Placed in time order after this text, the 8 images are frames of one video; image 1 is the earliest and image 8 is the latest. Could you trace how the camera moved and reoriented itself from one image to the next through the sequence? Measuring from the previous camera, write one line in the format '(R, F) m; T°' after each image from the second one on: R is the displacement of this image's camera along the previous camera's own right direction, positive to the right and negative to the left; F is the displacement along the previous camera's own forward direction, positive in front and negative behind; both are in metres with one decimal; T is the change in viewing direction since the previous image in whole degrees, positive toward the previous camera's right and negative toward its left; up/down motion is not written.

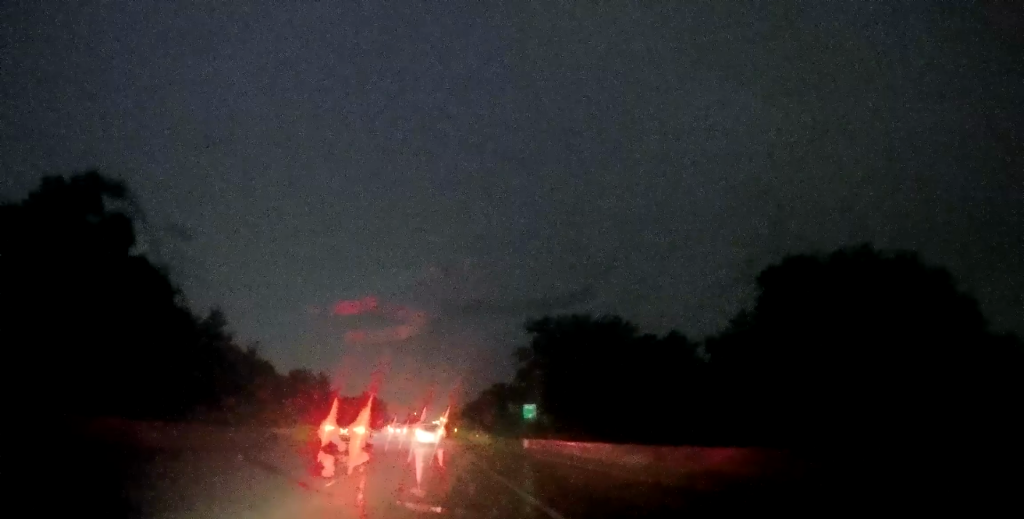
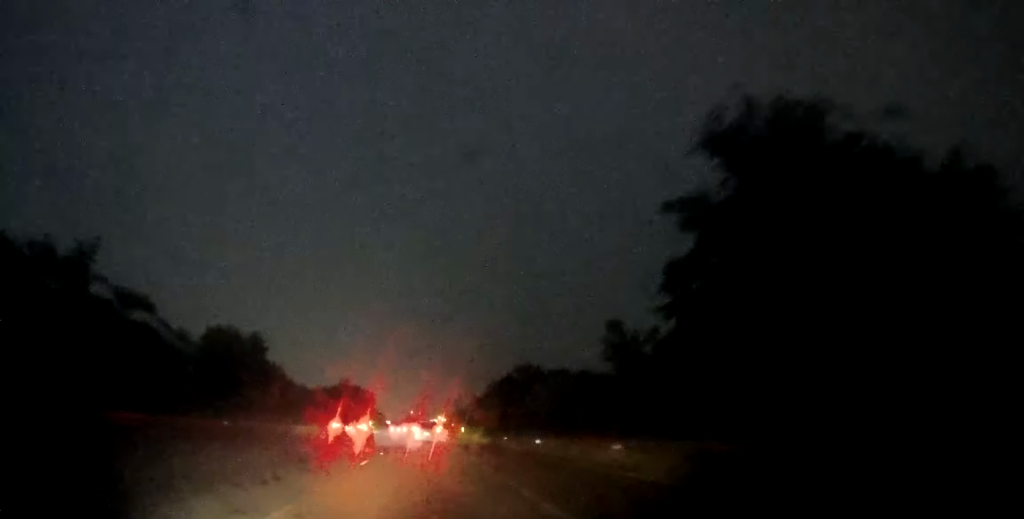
(+0.4, +41.5) m; +1°
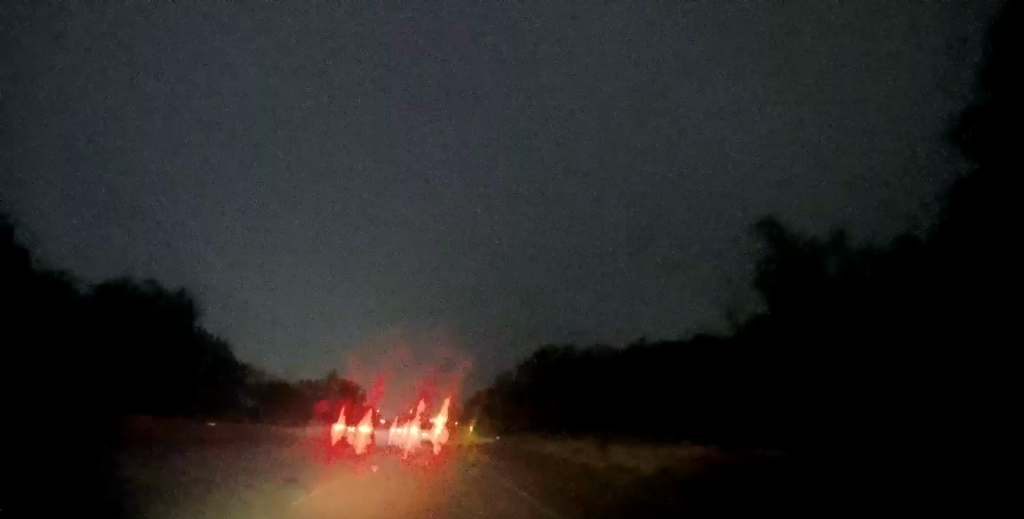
(-0.1, +21.5) m; 0°
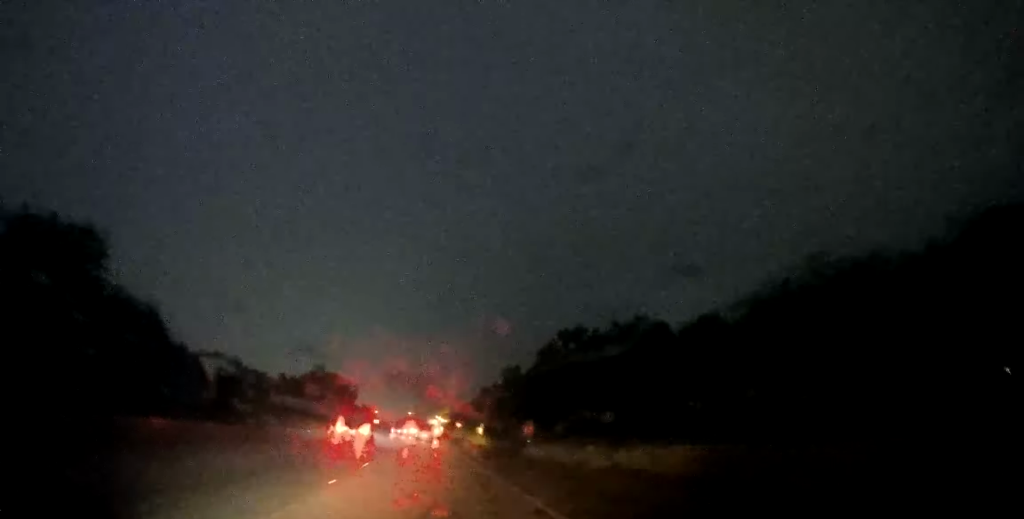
(0.0, +15.7) m; 0°
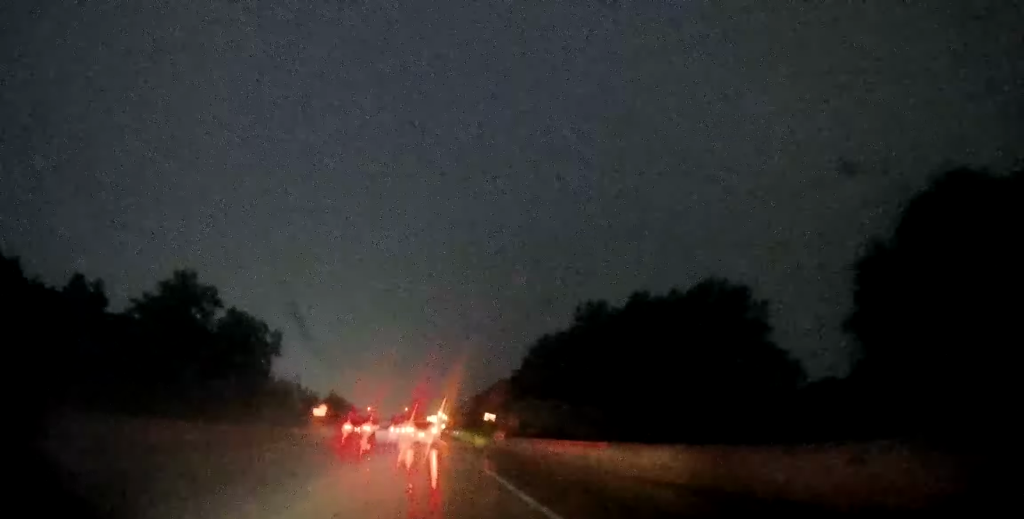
(+0.6, +69.4) m; +1°
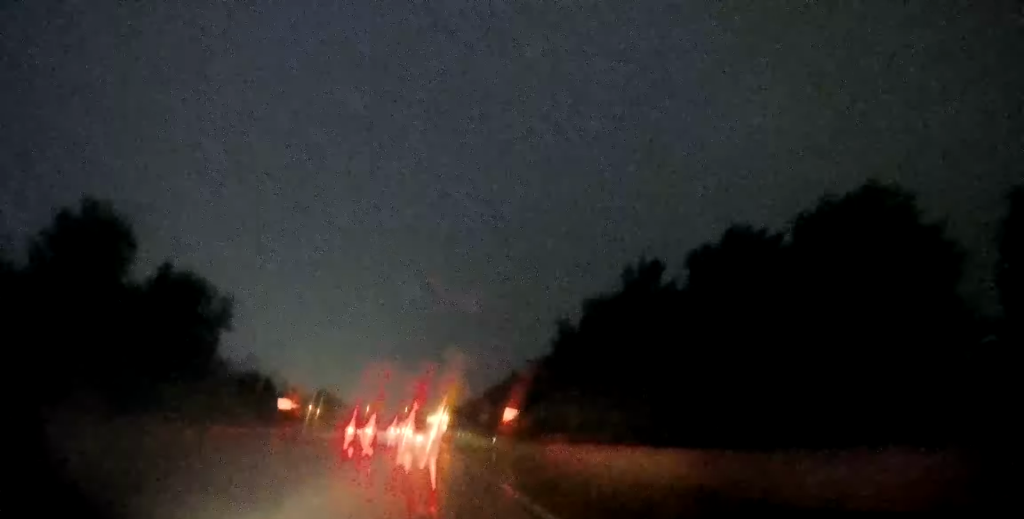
(-0.3, +17.1) m; -1°
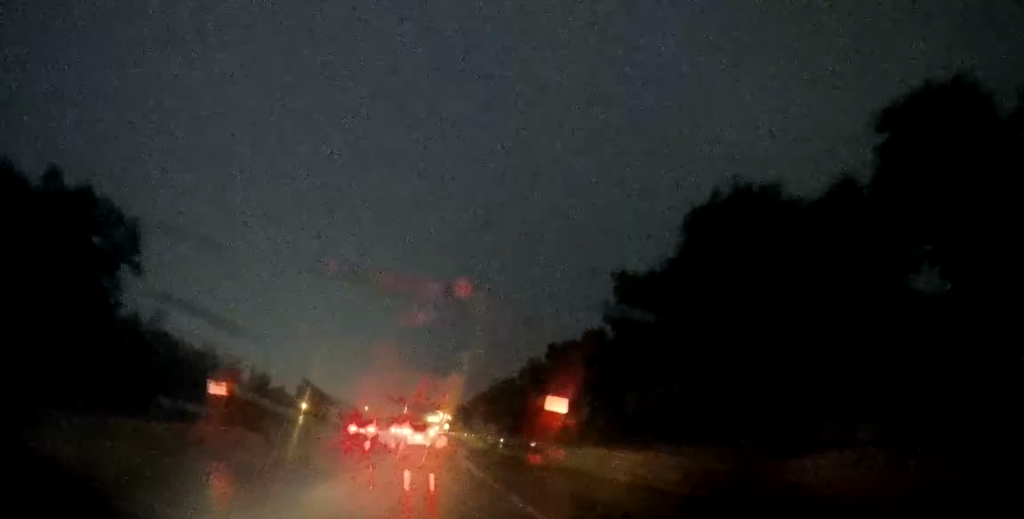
(-0.1, +17.1) m; 0°
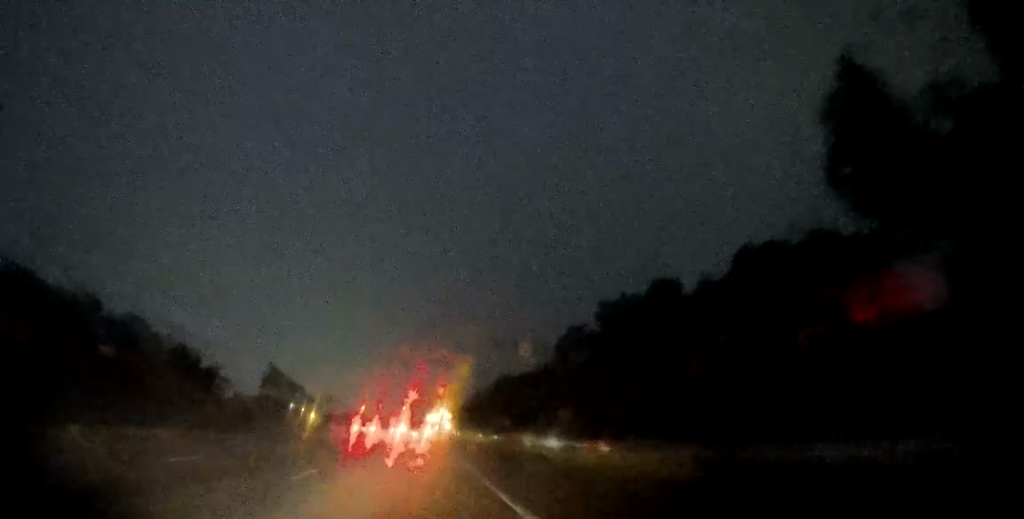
(+0.1, +25.2) m; +1°
